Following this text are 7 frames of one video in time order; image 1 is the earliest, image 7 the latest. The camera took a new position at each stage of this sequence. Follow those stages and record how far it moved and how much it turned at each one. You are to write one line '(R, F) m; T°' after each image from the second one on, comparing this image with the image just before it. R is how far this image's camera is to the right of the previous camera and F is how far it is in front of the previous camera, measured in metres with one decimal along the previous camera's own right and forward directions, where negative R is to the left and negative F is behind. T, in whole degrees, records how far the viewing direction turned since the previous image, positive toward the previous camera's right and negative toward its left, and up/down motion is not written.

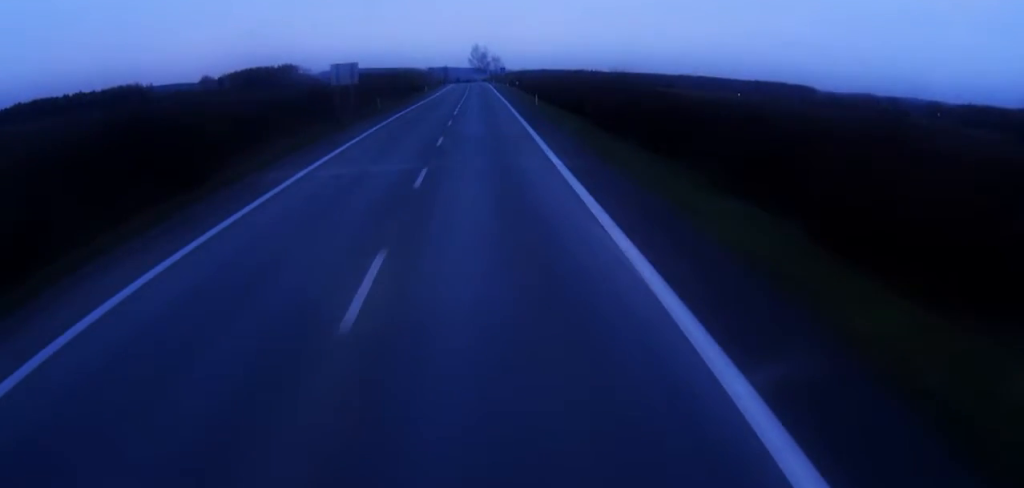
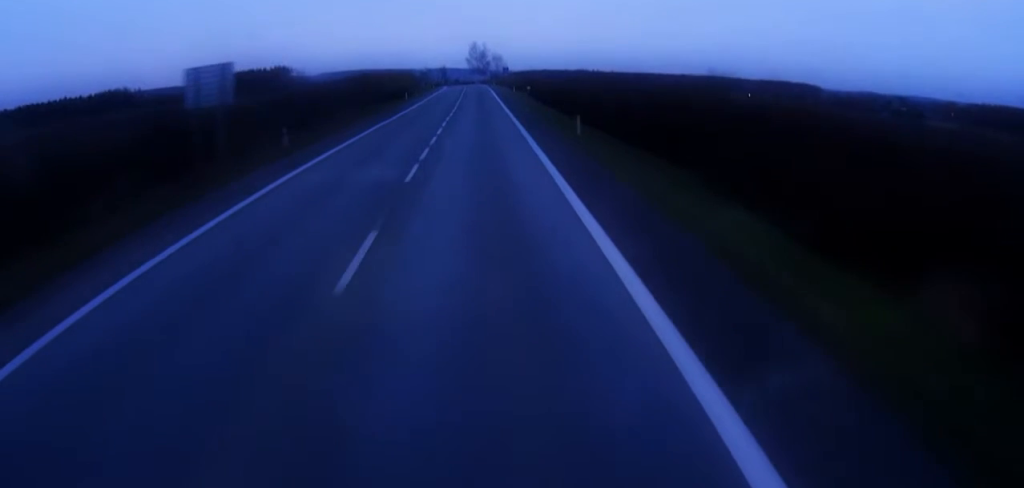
(+0.1, +25.9) m; +1°
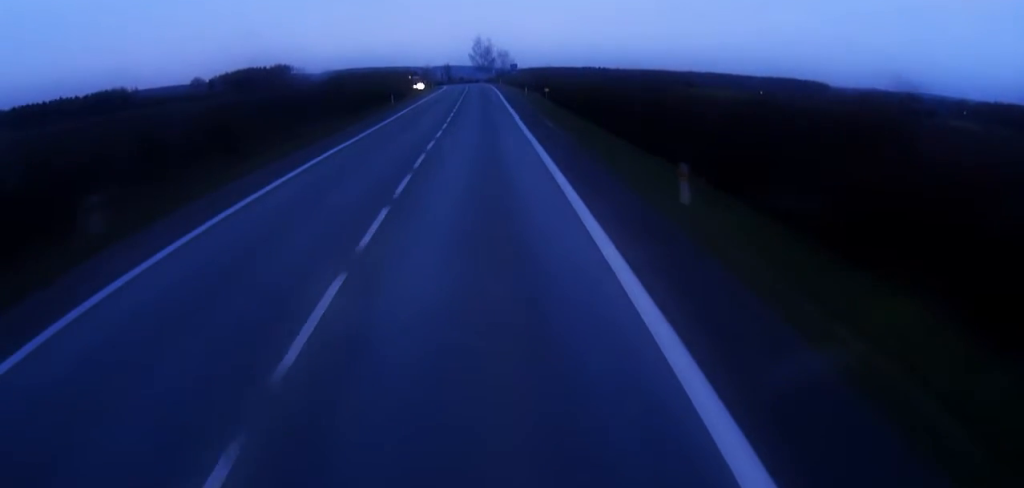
(+0.6, +14.9) m; 0°
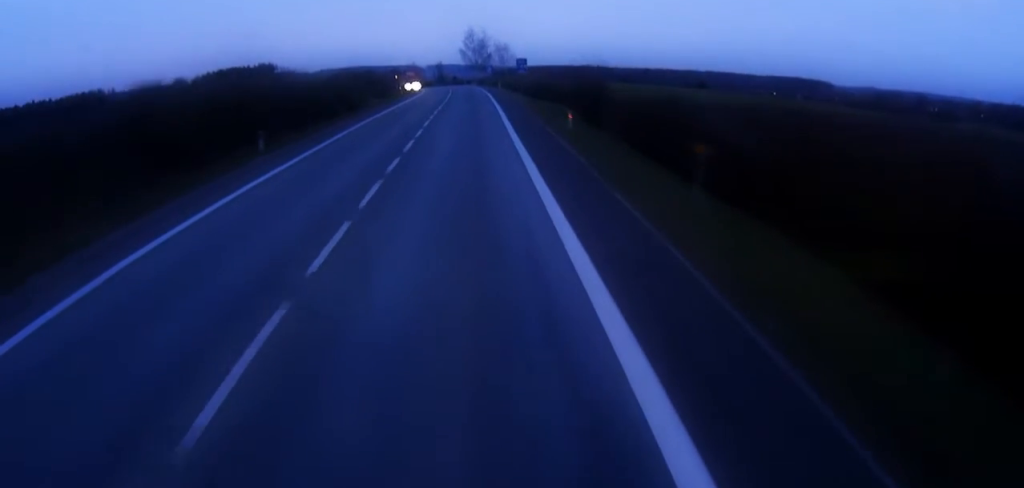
(-1.1, +37.5) m; -1°
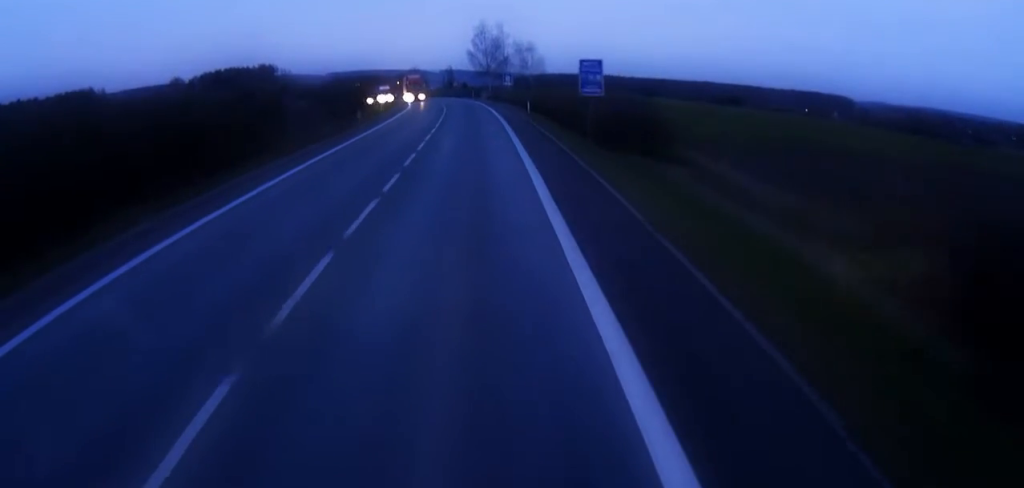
(+0.5, +38.4) m; 0°
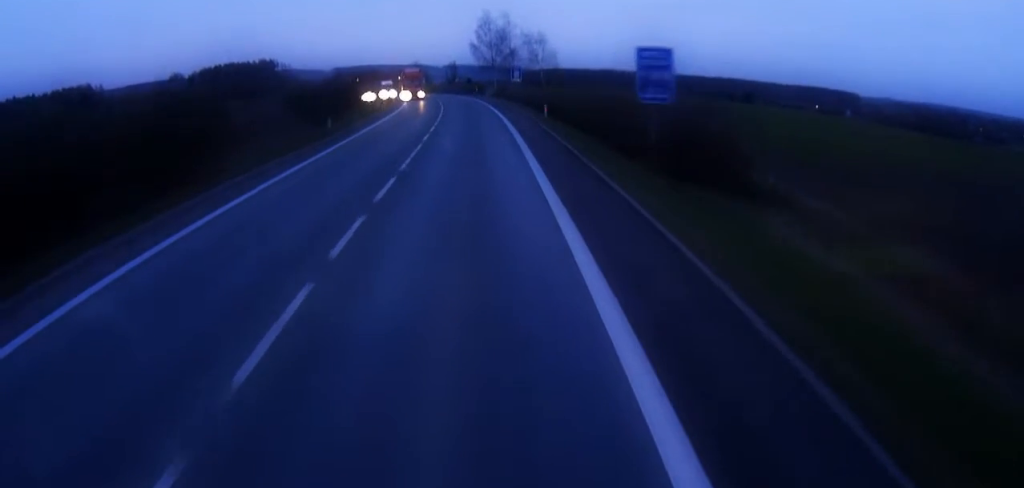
(-0.2, +10.8) m; -1°
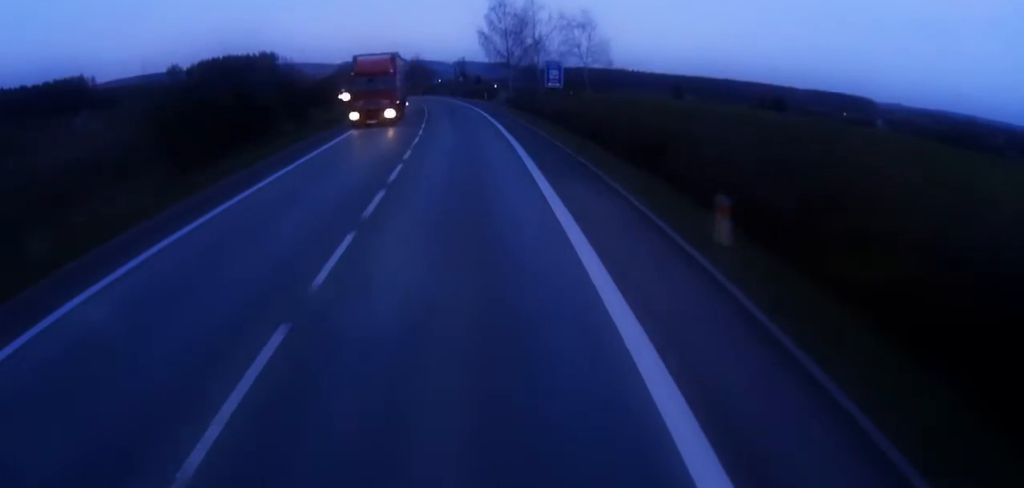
(-0.4, +29.0) m; -2°
